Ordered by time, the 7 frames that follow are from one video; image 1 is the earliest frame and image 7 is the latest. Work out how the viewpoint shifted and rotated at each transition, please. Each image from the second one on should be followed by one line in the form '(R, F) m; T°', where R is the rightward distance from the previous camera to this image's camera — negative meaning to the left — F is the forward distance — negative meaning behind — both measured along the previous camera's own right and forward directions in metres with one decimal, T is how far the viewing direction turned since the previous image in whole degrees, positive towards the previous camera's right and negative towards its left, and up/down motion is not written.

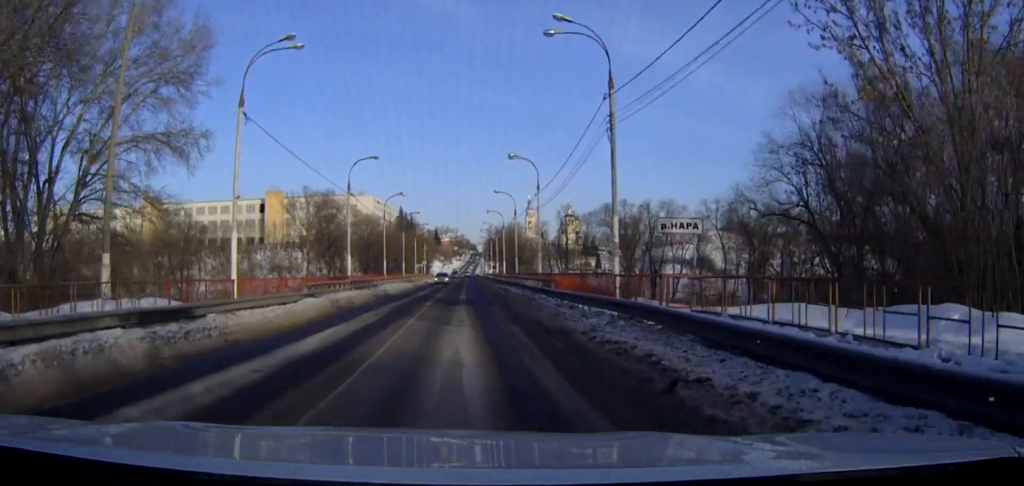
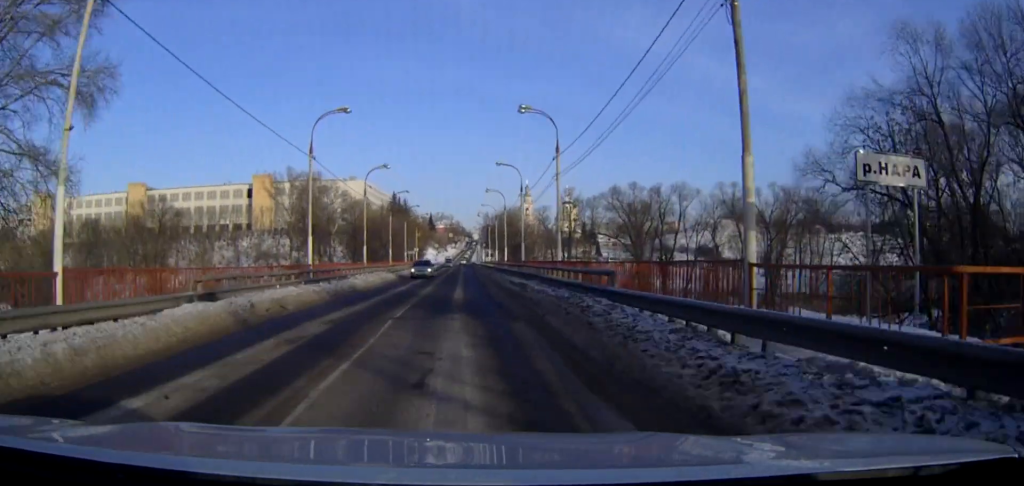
(0.0, +12.1) m; 0°
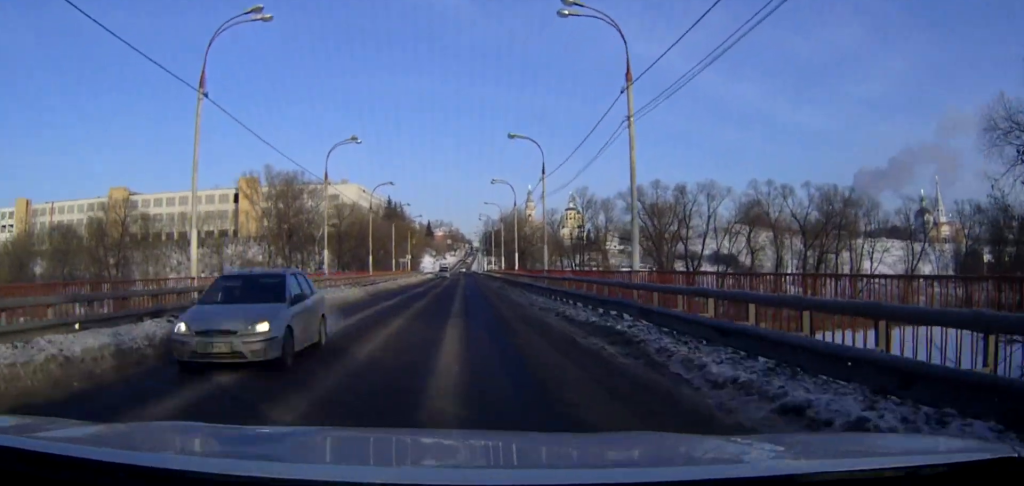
(0.0, +18.7) m; 0°
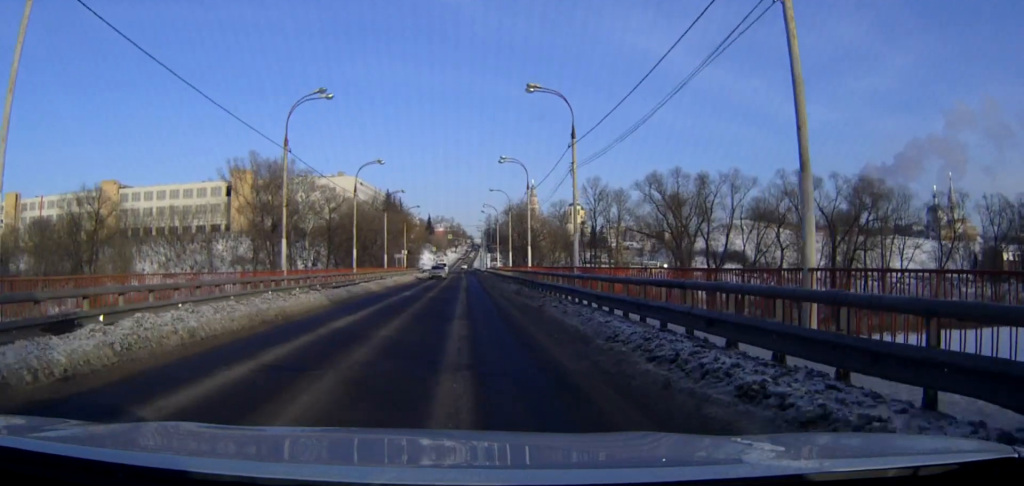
(0.0, +11.7) m; 0°
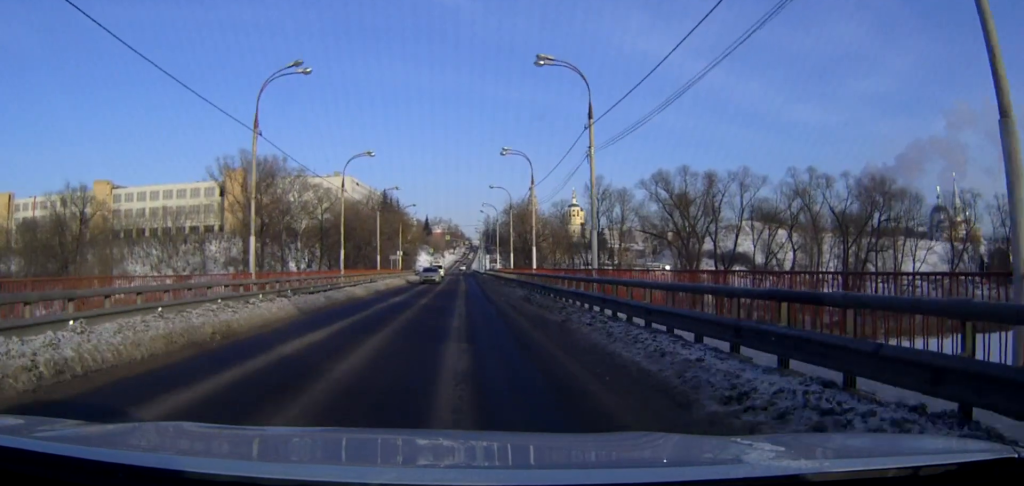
(0.0, +5.0) m; 0°
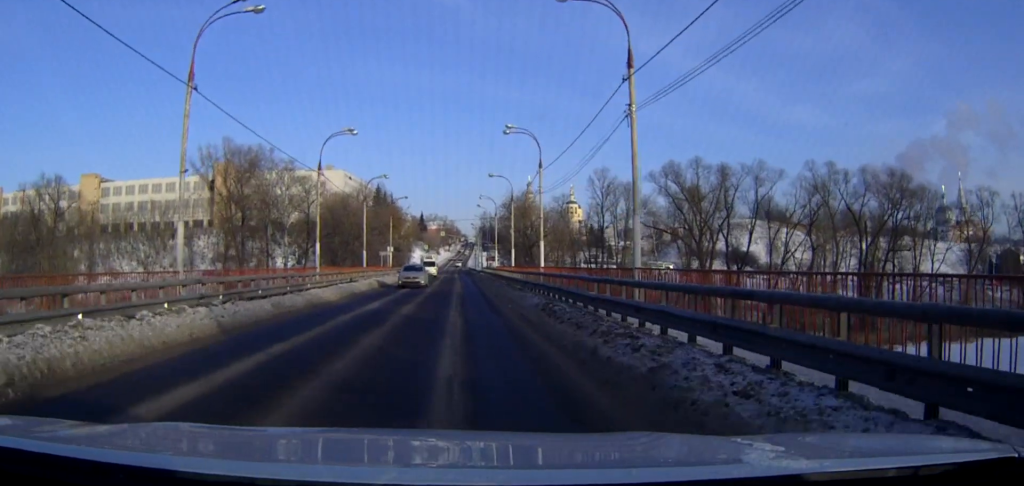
(0.0, +7.4) m; 0°
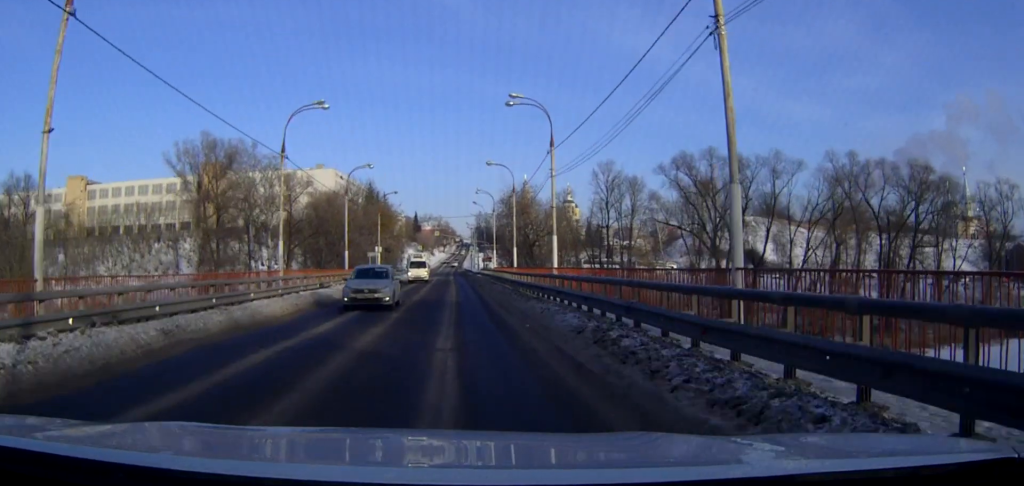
(0.0, +8.1) m; 0°
